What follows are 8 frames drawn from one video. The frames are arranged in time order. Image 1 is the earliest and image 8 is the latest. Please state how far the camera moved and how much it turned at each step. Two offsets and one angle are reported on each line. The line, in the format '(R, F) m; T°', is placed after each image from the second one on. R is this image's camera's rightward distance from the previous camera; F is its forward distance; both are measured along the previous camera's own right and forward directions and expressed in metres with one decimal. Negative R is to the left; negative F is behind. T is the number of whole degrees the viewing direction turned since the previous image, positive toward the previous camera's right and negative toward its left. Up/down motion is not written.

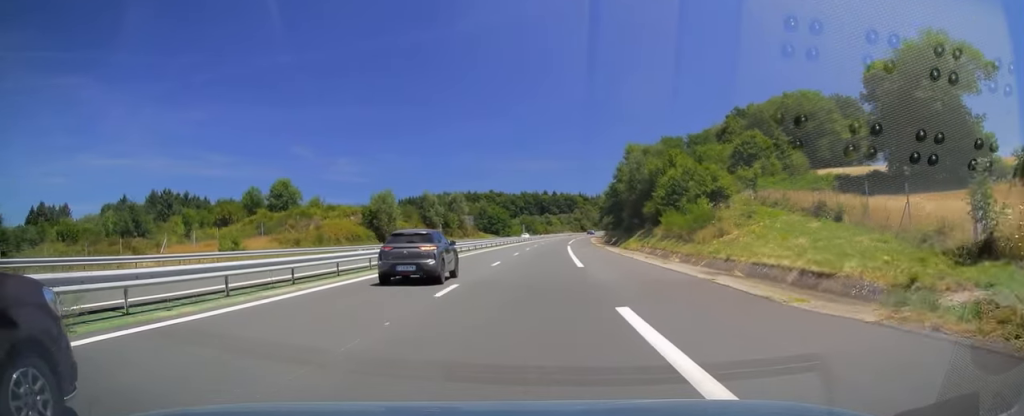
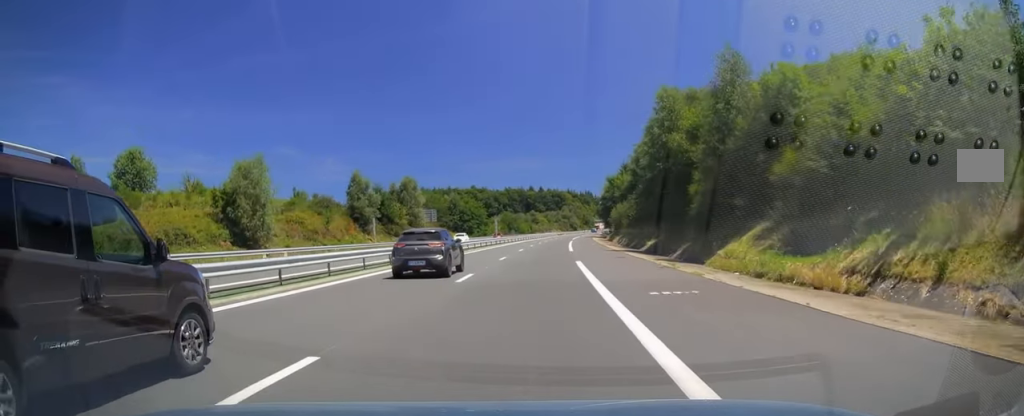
(+0.5, +36.7) m; +1°
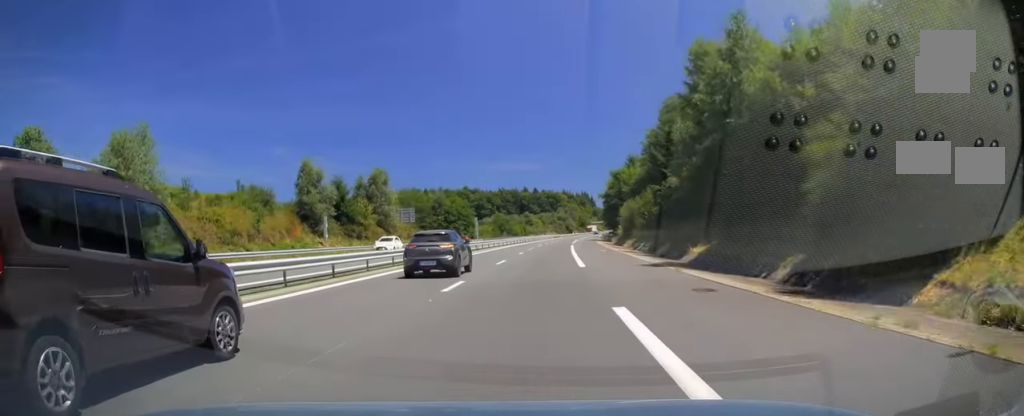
(-0.2, +15.7) m; 0°
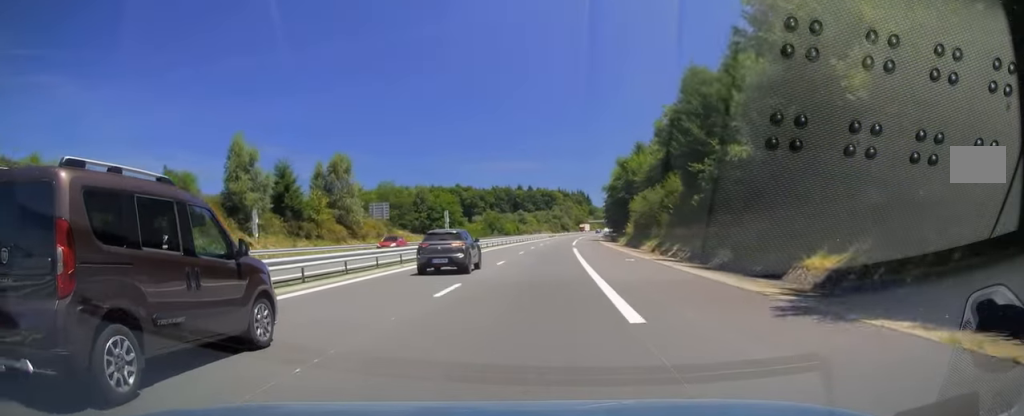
(+0.2, +14.7) m; +1°
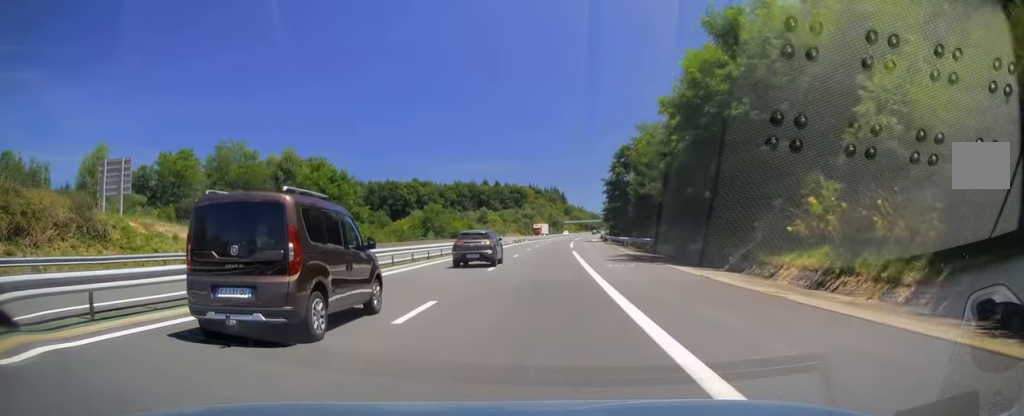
(+1.7, +57.2) m; +3°
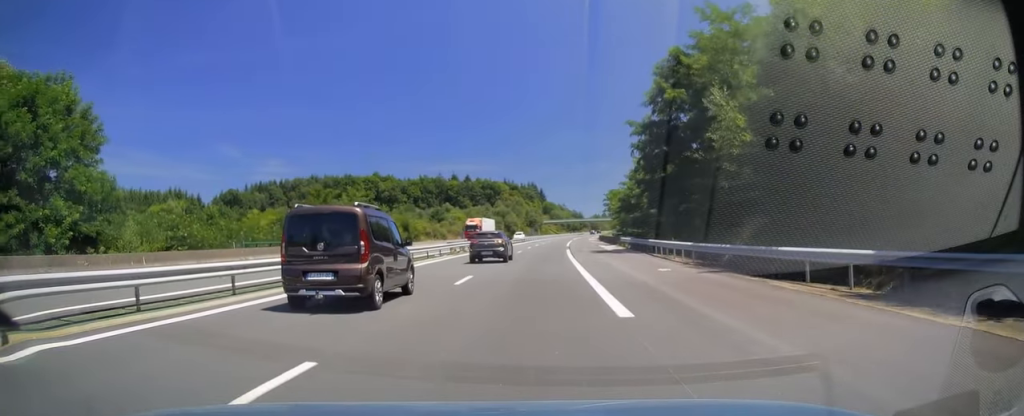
(+0.5, +46.0) m; +2°
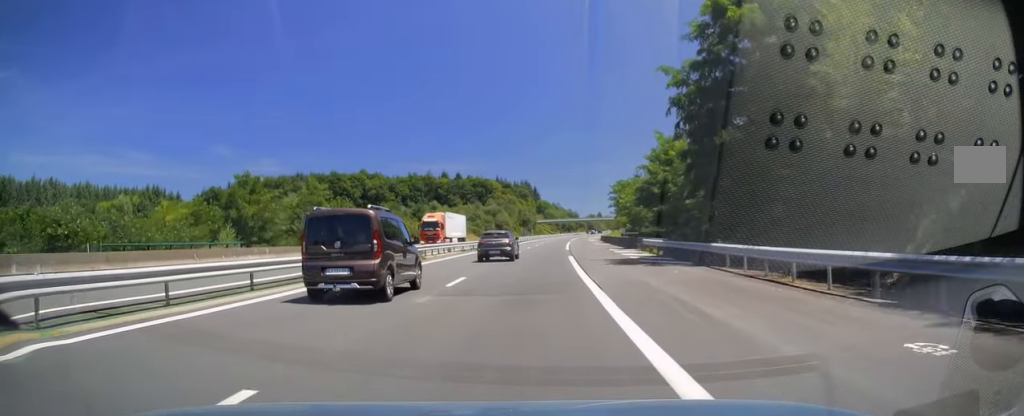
(+0.2, +14.7) m; 0°
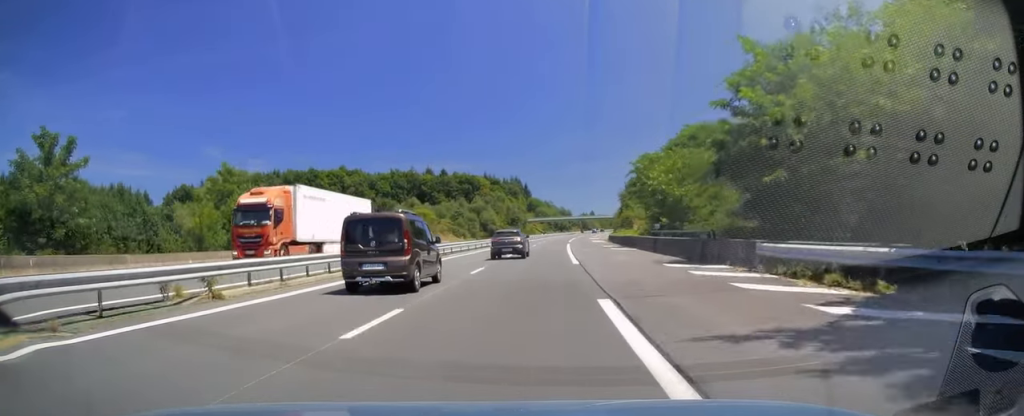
(+0.2, +22.1) m; +1°
